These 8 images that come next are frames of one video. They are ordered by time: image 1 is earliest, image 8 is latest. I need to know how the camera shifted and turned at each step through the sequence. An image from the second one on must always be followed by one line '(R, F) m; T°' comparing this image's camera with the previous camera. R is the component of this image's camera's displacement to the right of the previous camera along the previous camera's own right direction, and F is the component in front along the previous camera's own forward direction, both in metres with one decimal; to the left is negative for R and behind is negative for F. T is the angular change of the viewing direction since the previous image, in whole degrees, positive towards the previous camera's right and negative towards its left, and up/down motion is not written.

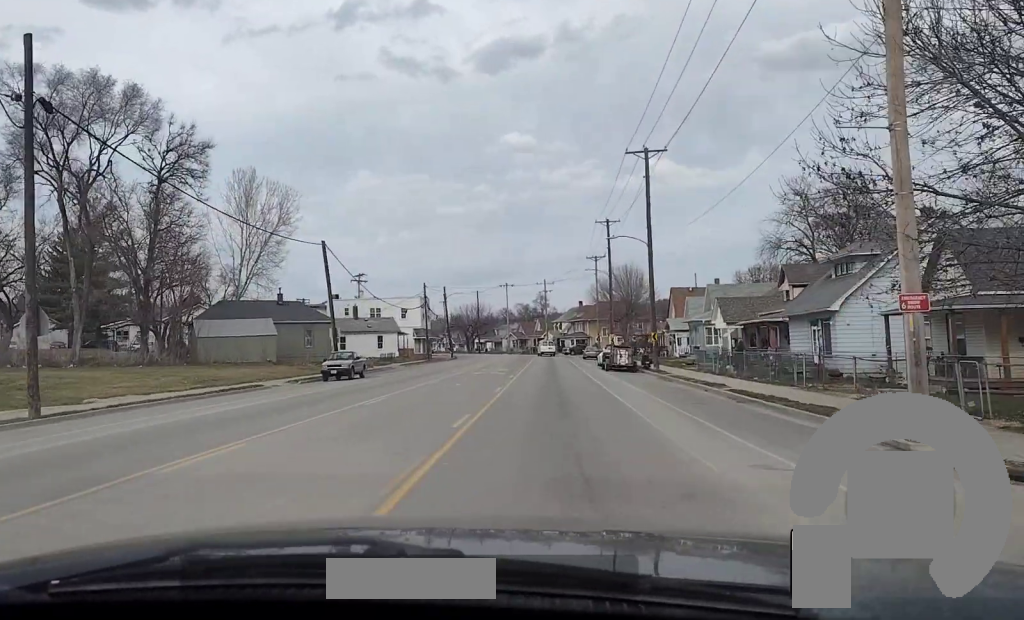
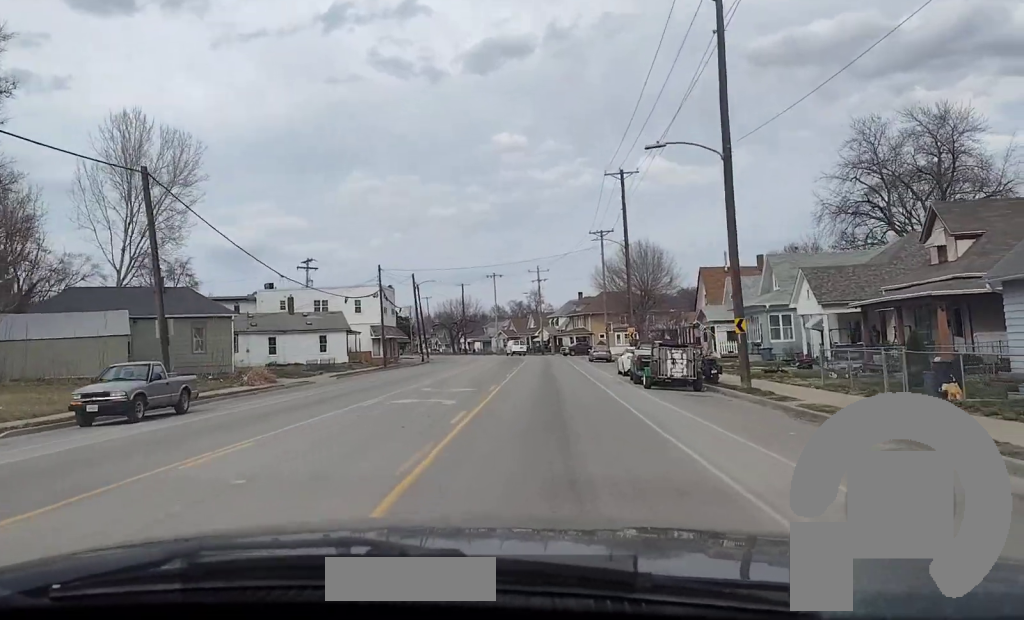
(0.0, +23.8) m; 0°
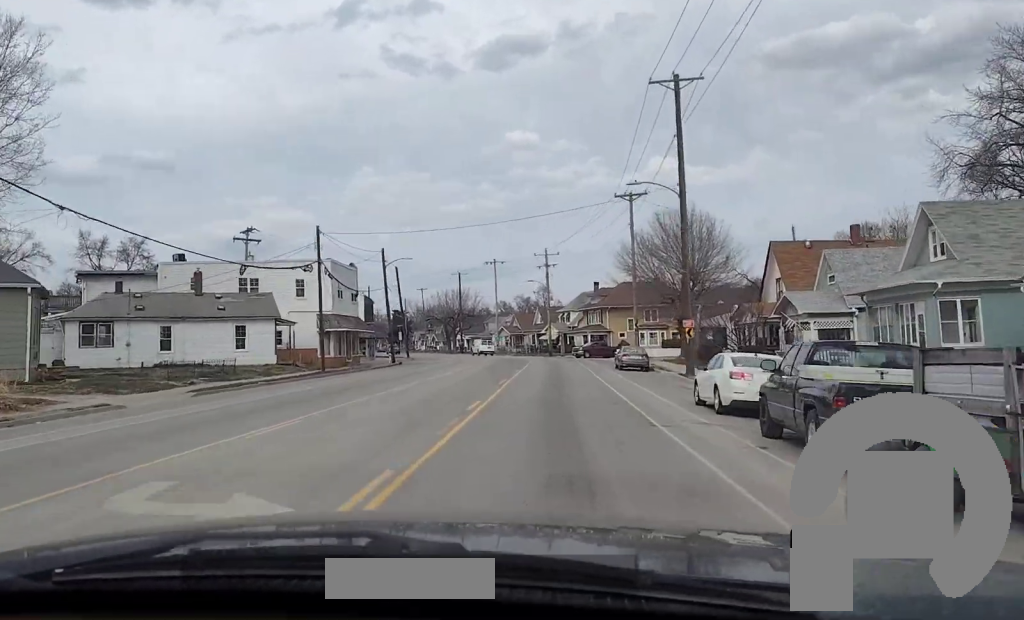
(0.0, +22.1) m; 0°
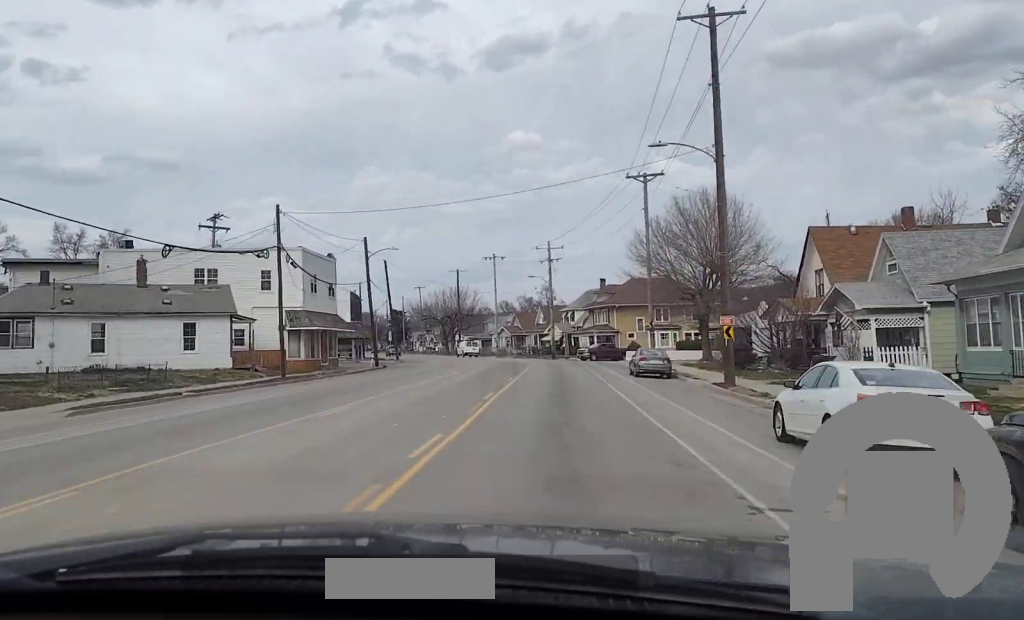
(0.0, +7.5) m; 0°
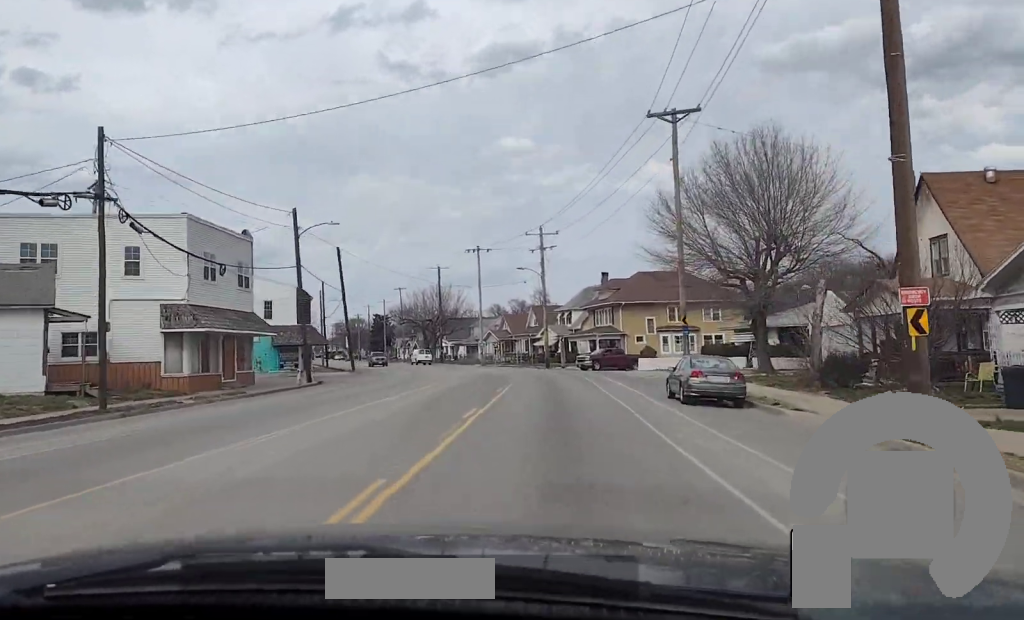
(-0.1, +16.6) m; 0°
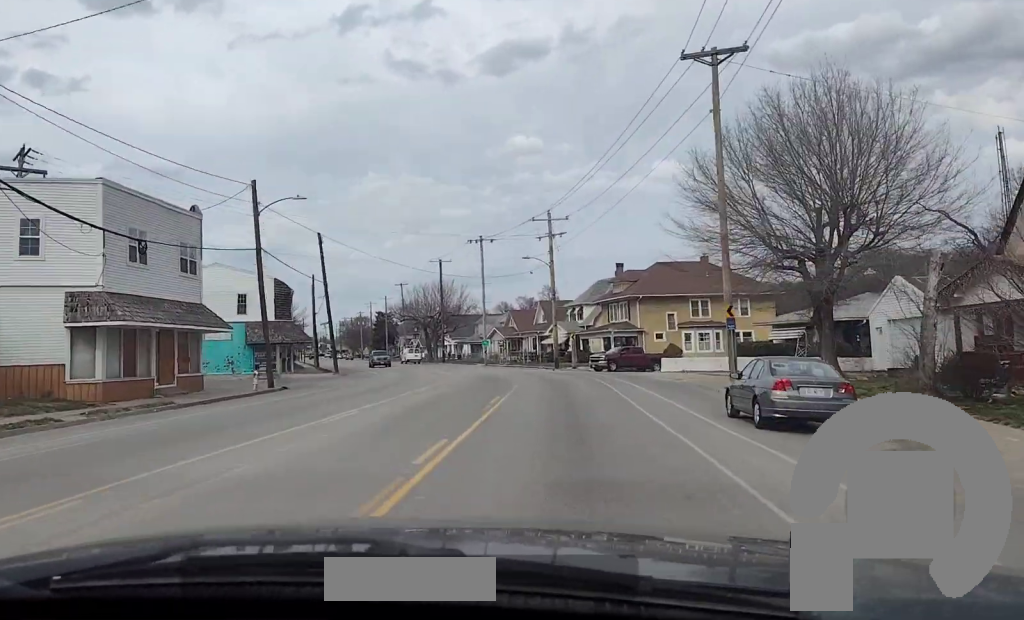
(0.0, +8.0) m; 0°
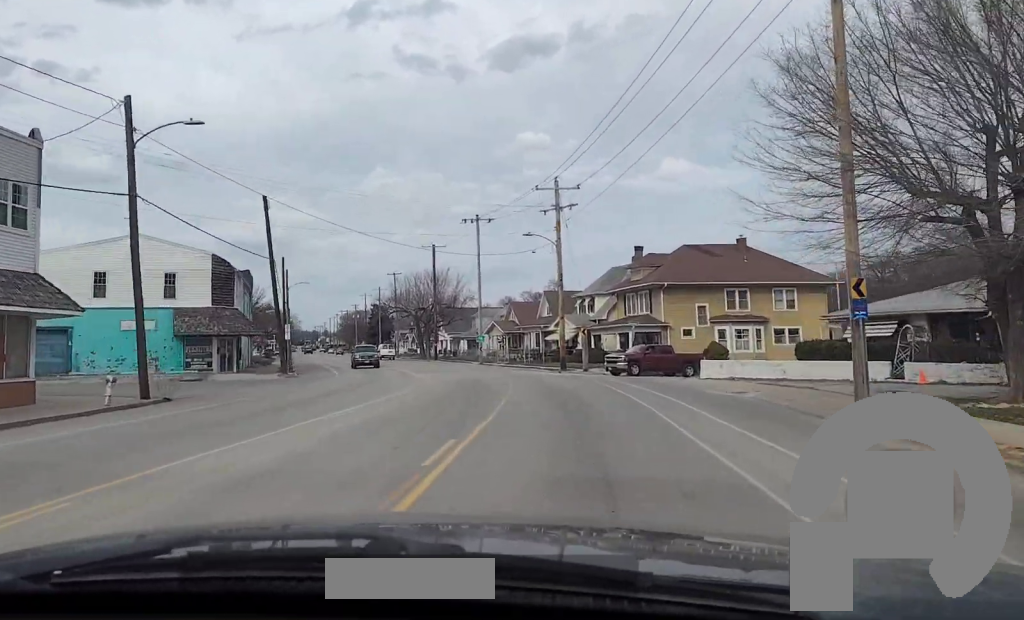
(0.0, +12.7) m; -1°
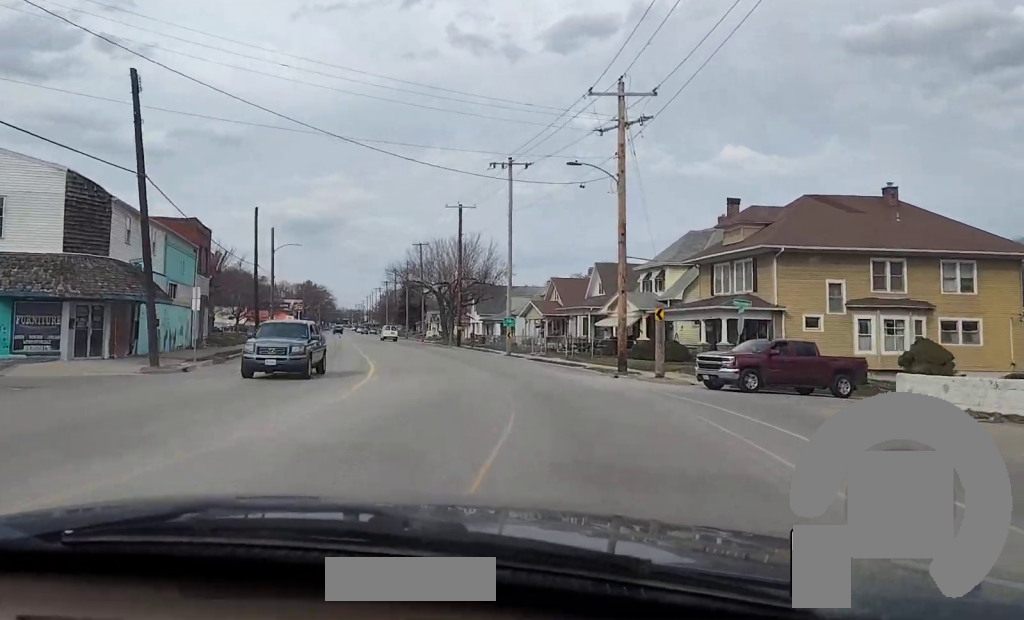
(-0.7, +19.3) m; -5°
